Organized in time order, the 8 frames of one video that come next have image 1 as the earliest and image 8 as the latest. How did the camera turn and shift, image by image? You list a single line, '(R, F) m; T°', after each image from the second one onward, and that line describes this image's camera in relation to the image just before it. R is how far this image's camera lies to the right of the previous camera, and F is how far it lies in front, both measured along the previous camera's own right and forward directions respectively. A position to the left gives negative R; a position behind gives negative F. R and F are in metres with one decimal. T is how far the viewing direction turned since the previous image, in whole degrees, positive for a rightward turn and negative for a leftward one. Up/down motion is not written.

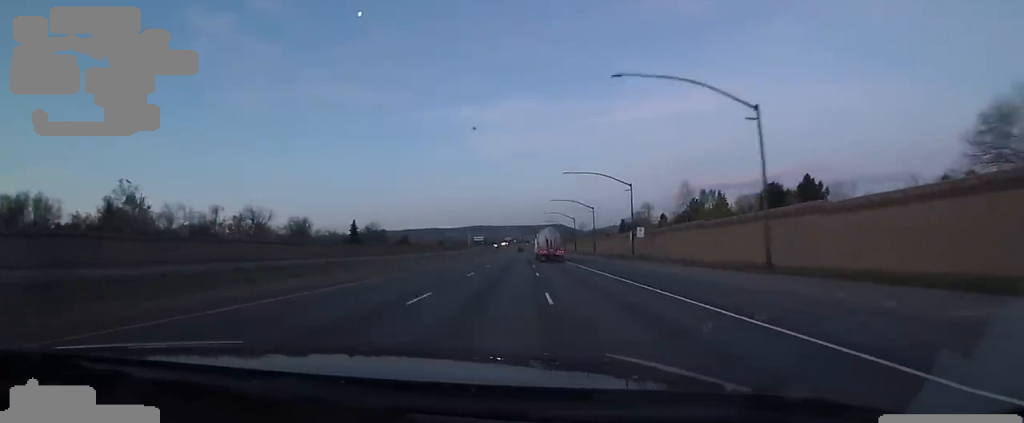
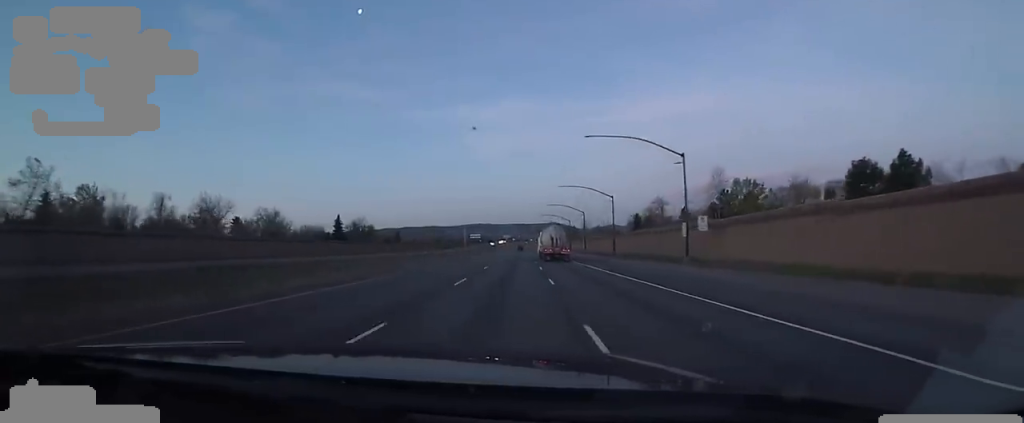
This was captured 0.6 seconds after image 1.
(+0.1, +18.4) m; 0°
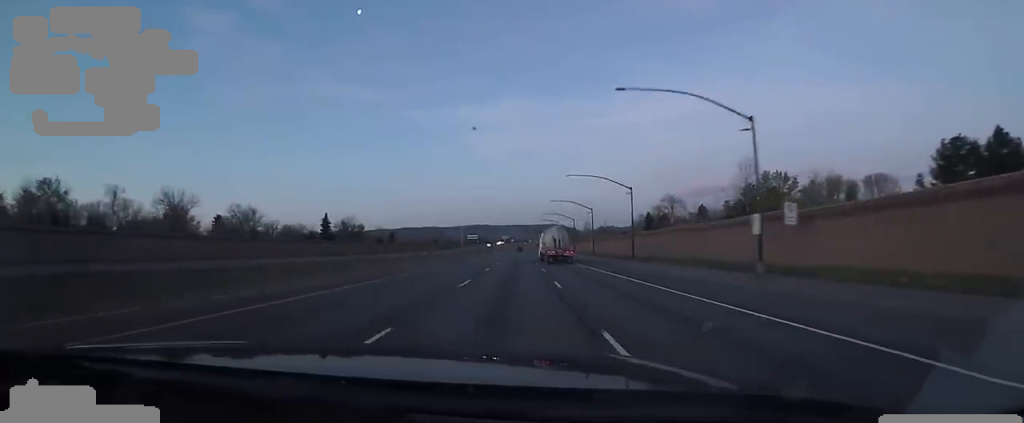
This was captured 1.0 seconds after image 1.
(-0.1, +12.2) m; 0°
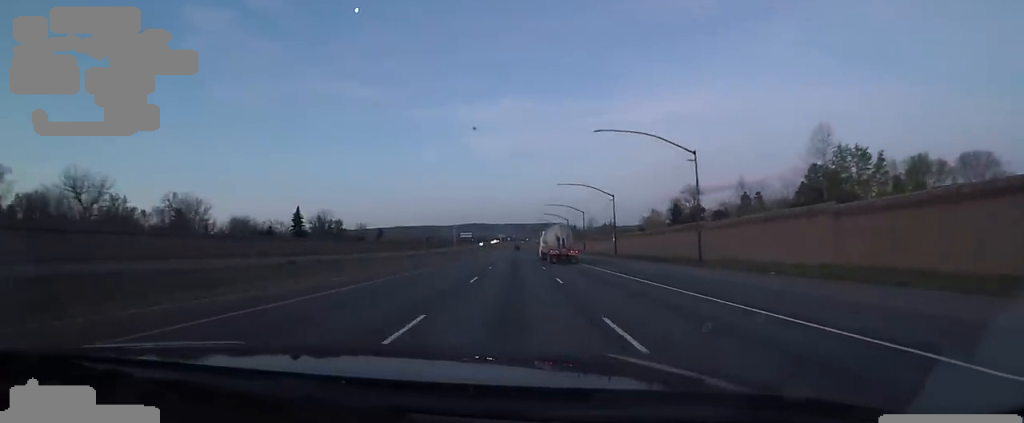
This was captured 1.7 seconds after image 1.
(+0.1, +22.4) m; 0°
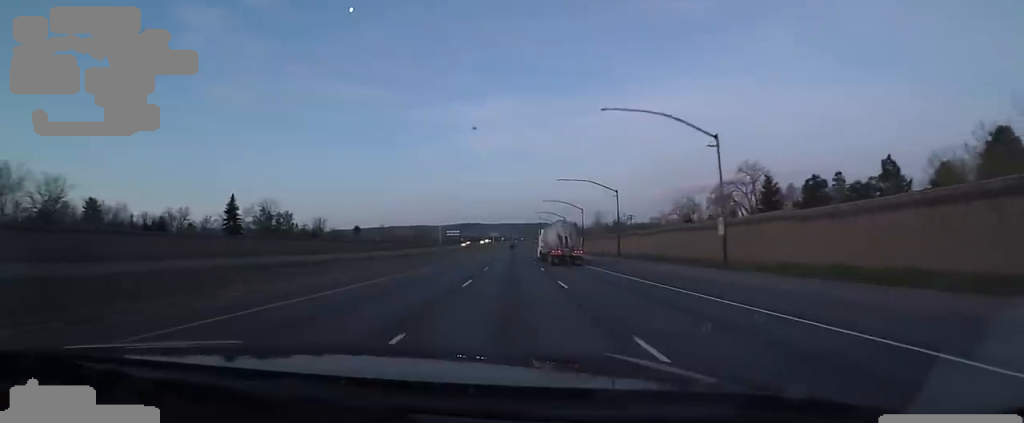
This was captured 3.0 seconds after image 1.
(-0.3, +37.9) m; -1°
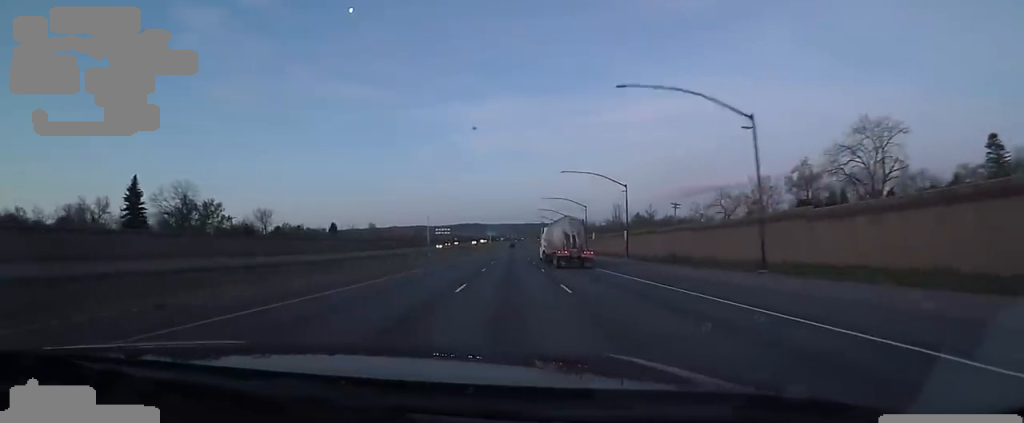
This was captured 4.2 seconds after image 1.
(-0.1, +39.6) m; +1°
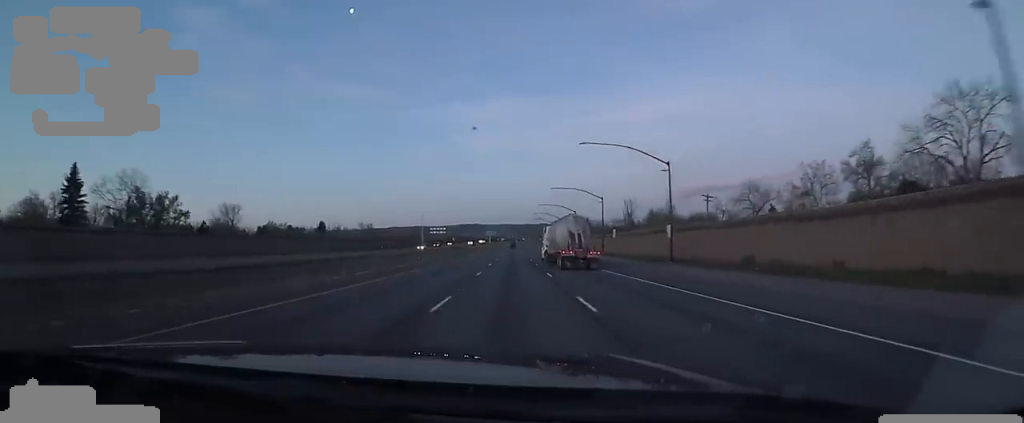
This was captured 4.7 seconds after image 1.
(+0.2, +17.2) m; +1°
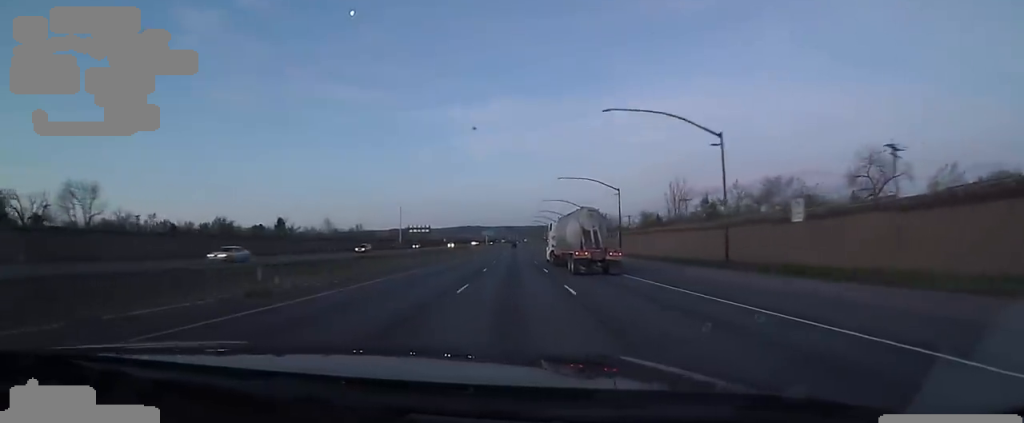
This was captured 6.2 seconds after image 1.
(+1.3, +45.7) m; -1°
